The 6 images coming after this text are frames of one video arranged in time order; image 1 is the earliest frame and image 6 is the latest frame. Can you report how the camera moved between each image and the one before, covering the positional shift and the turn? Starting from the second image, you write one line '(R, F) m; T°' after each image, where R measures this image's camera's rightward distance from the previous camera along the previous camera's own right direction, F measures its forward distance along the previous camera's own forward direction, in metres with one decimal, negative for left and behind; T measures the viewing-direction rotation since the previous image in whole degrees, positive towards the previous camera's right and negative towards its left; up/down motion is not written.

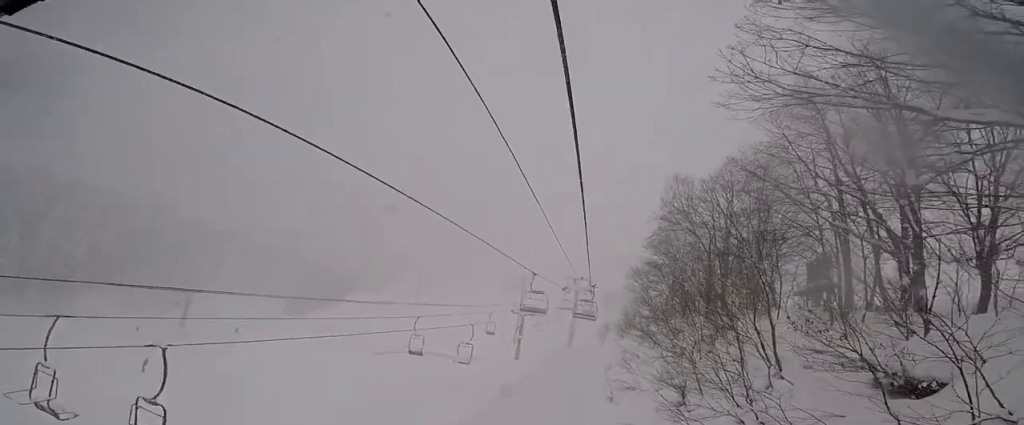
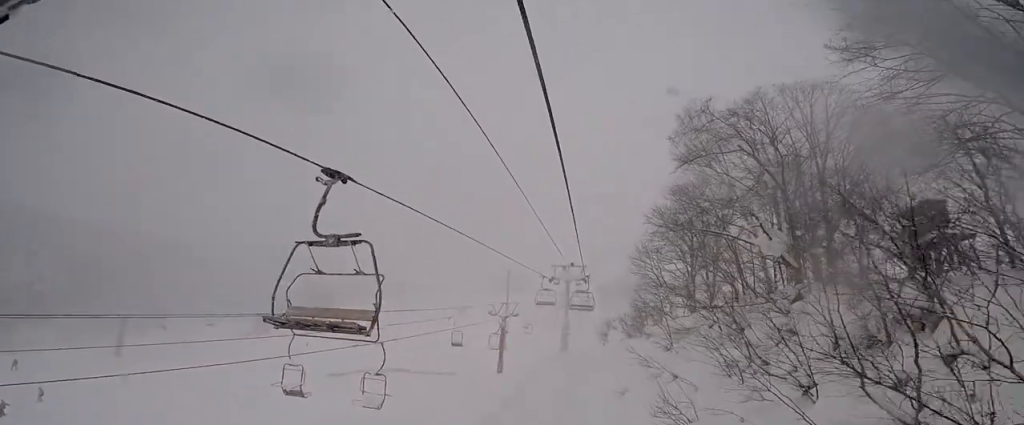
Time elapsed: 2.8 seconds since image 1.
(+1.2, +11.9) m; -3°
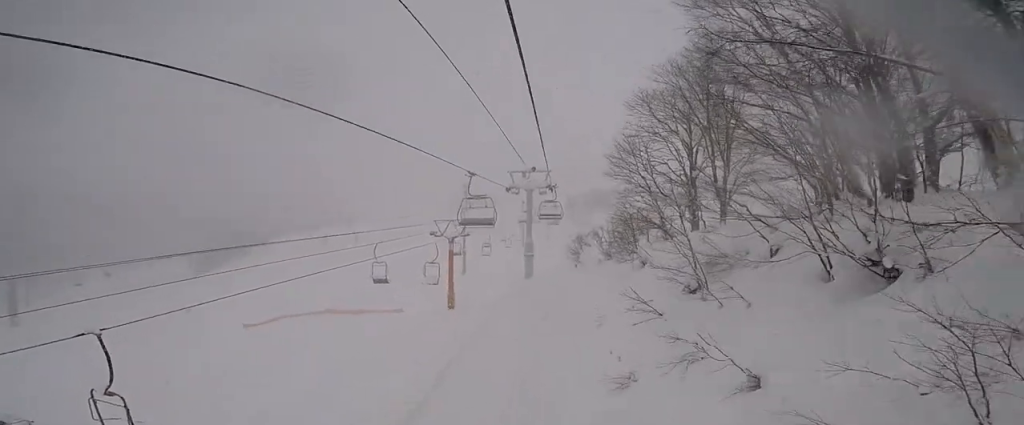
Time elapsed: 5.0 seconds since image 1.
(0.0, +8.4) m; +2°
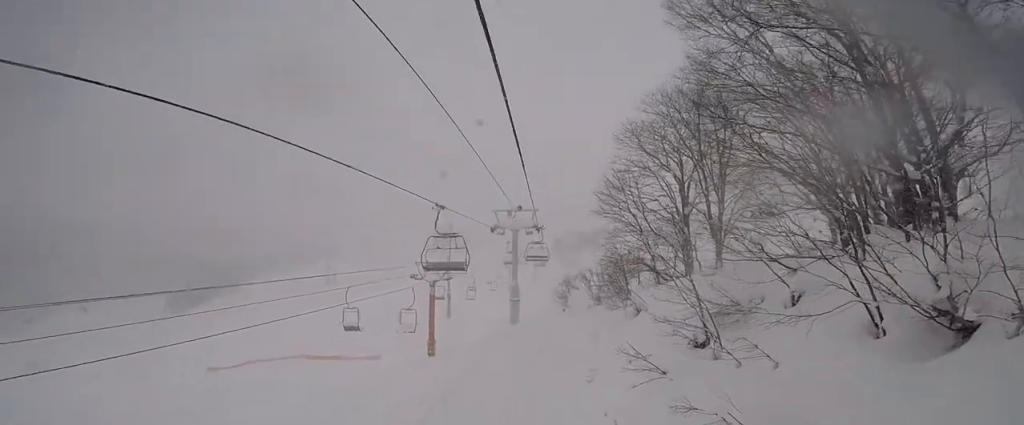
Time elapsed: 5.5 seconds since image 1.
(0.0, +1.9) m; 0°
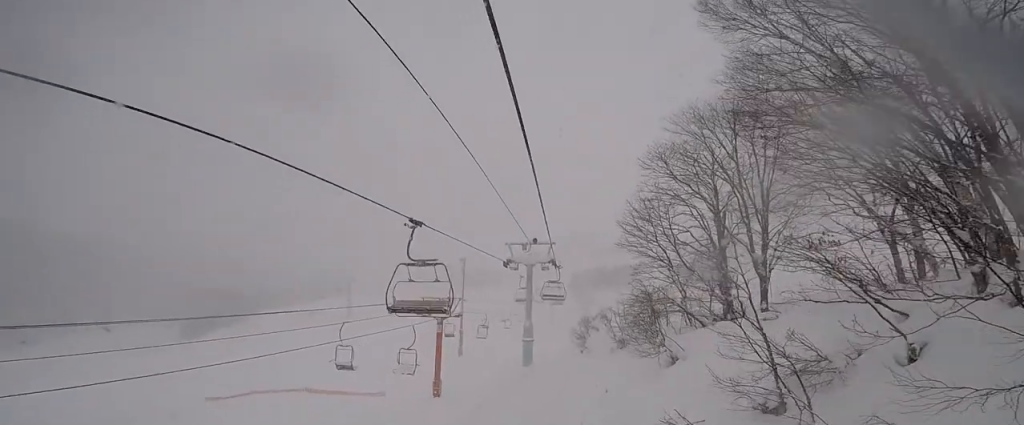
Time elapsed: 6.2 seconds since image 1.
(+1.1, +2.4) m; 0°
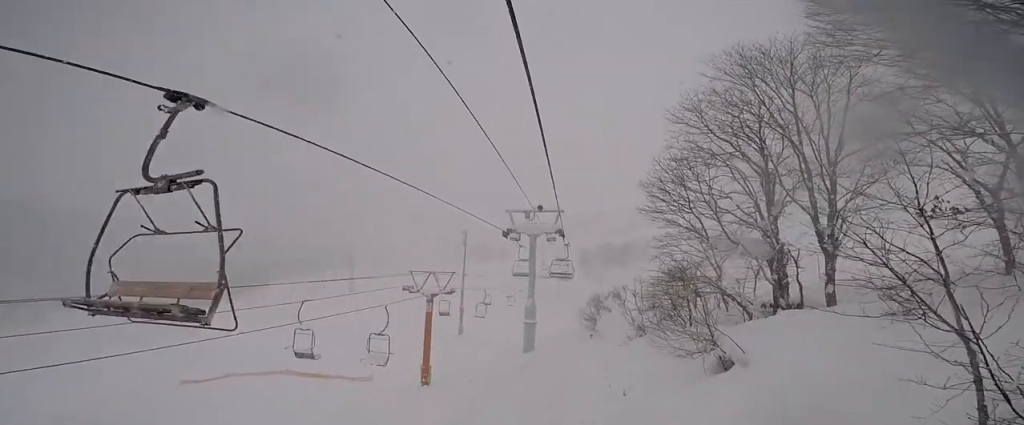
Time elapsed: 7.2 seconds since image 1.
(-1.4, +3.9) m; 0°
